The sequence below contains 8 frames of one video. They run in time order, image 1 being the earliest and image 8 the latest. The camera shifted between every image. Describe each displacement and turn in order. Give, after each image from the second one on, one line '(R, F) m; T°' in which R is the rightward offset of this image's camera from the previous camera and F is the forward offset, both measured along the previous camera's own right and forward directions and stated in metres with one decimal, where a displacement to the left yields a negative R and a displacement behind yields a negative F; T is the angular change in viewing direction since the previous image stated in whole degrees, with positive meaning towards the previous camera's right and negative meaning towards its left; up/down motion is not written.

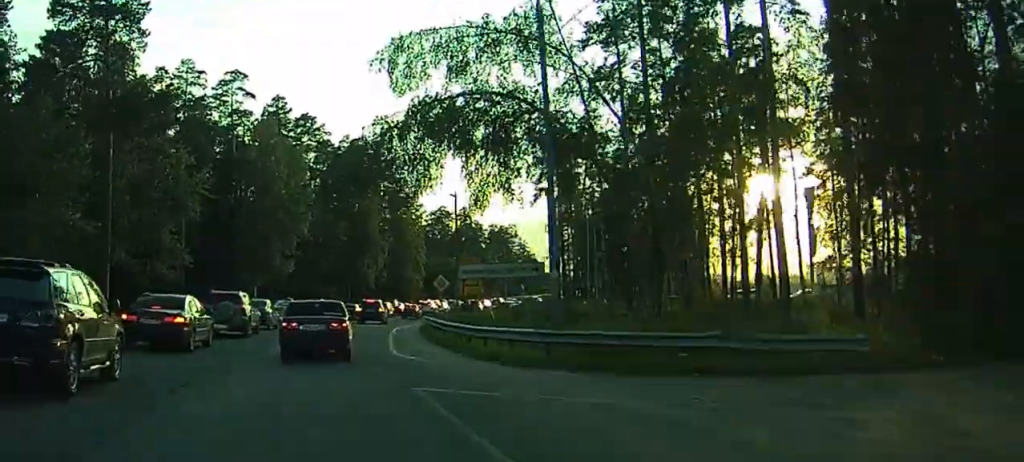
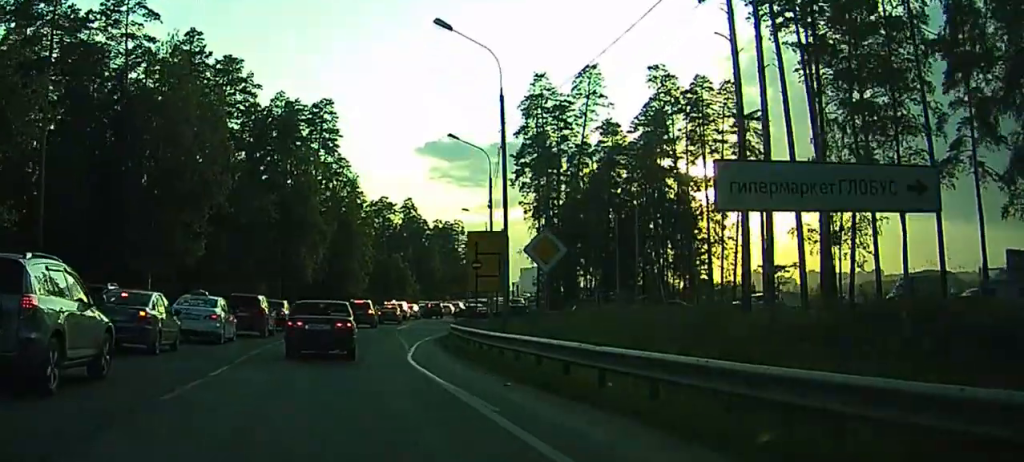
(+22.8, +21.8) m; +50°
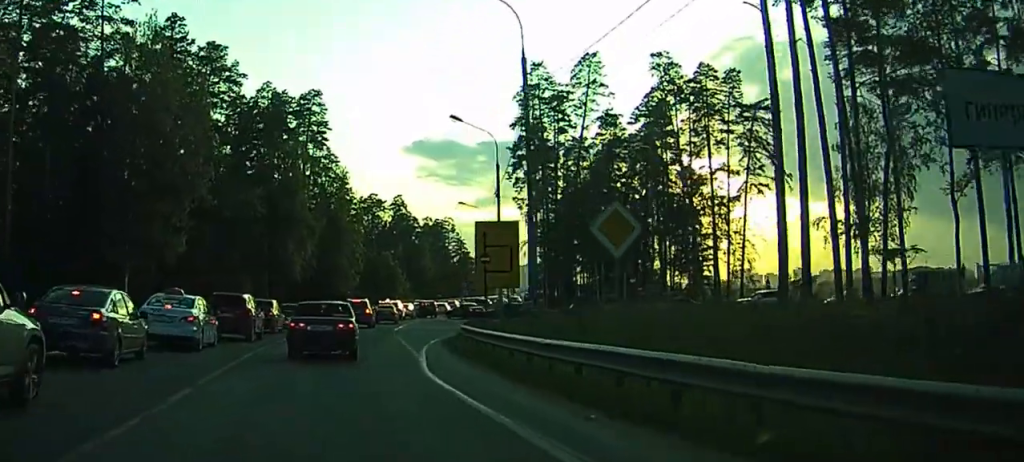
(0.0, +4.4) m; +1°
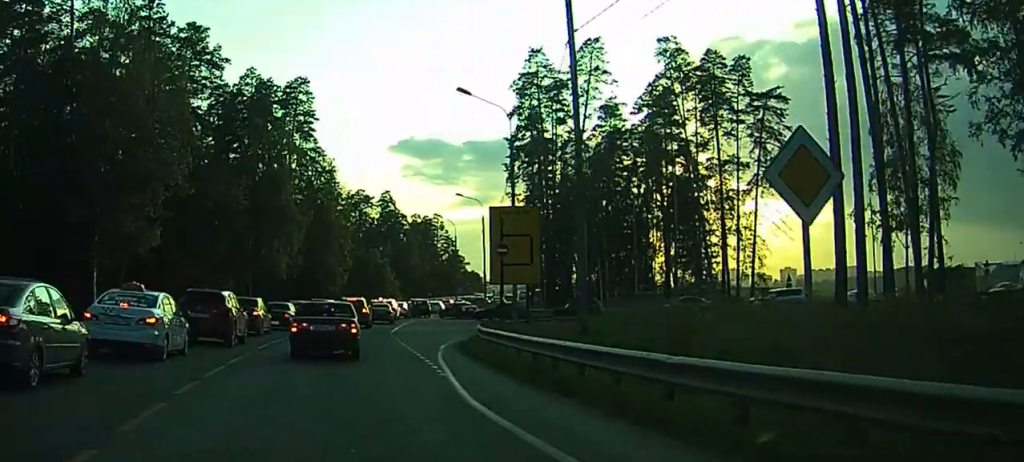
(+0.1, +5.2) m; +1°
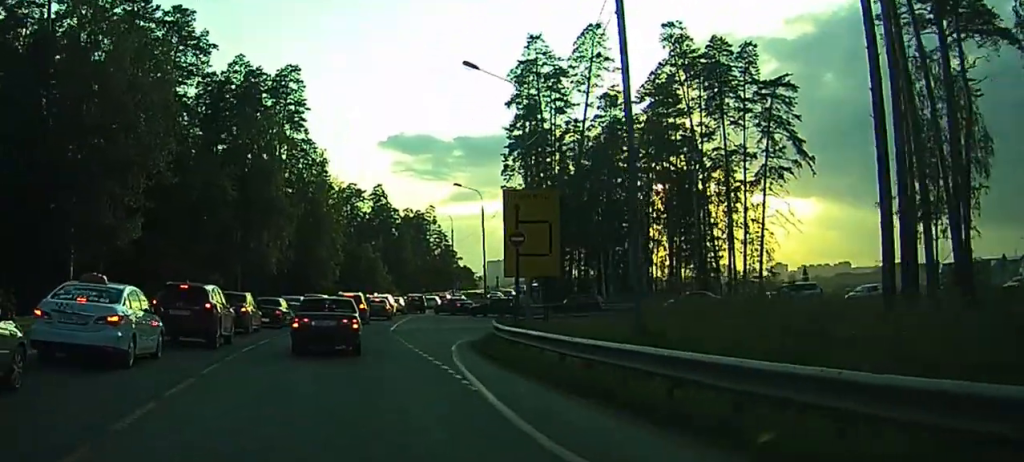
(0.0, +3.3) m; +1°
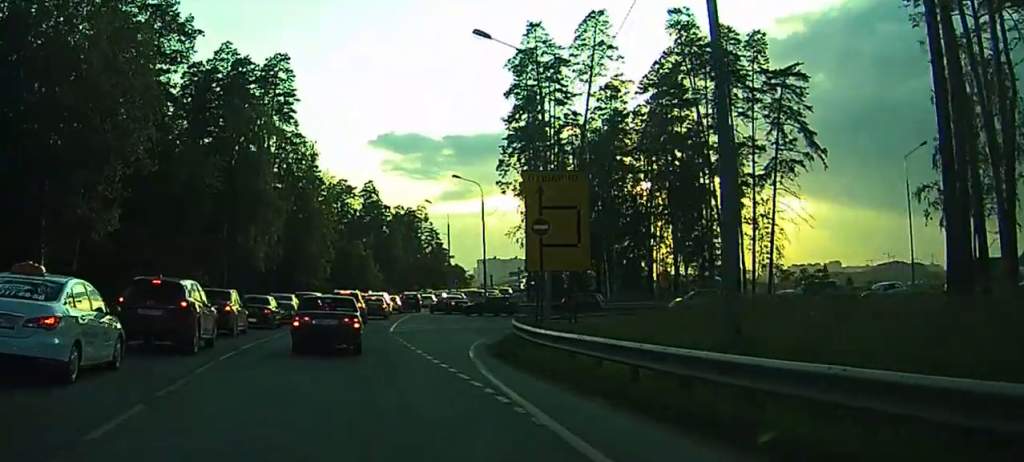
(0.0, +3.7) m; +1°
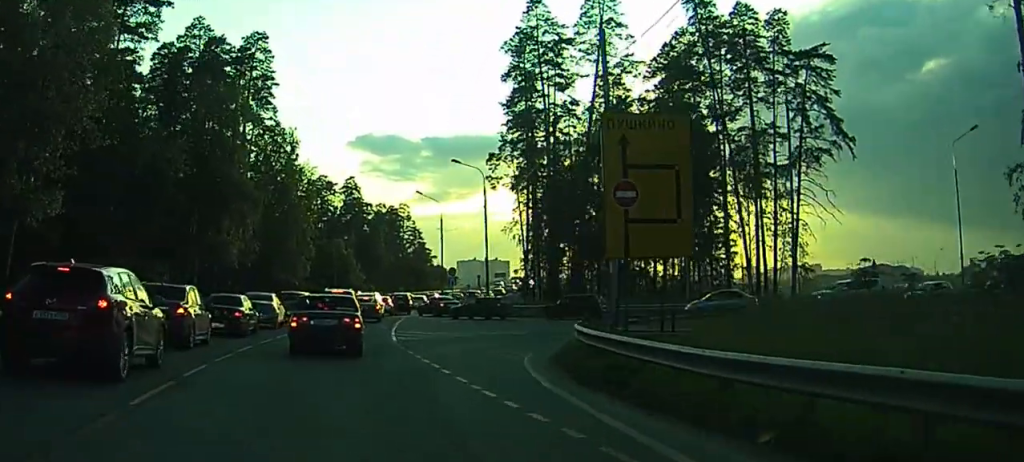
(+0.2, +7.2) m; +1°
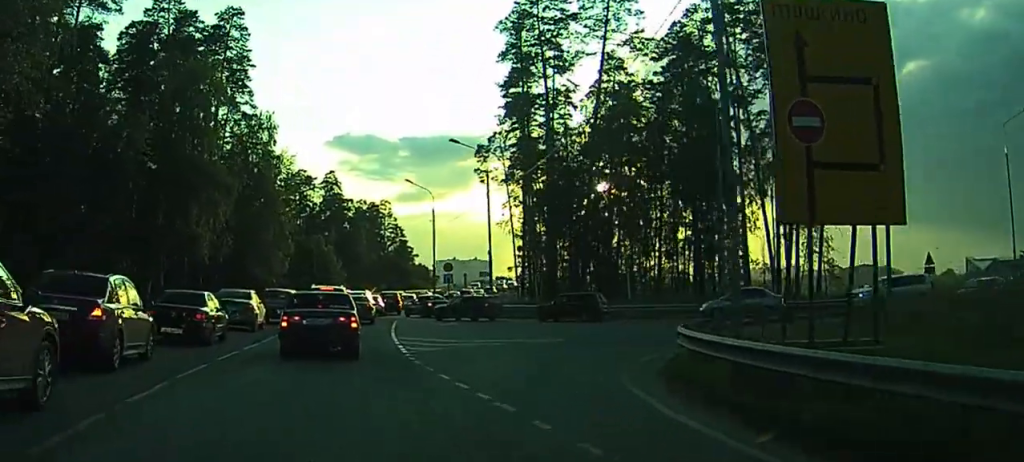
(-0.1, +6.5) m; -4°
